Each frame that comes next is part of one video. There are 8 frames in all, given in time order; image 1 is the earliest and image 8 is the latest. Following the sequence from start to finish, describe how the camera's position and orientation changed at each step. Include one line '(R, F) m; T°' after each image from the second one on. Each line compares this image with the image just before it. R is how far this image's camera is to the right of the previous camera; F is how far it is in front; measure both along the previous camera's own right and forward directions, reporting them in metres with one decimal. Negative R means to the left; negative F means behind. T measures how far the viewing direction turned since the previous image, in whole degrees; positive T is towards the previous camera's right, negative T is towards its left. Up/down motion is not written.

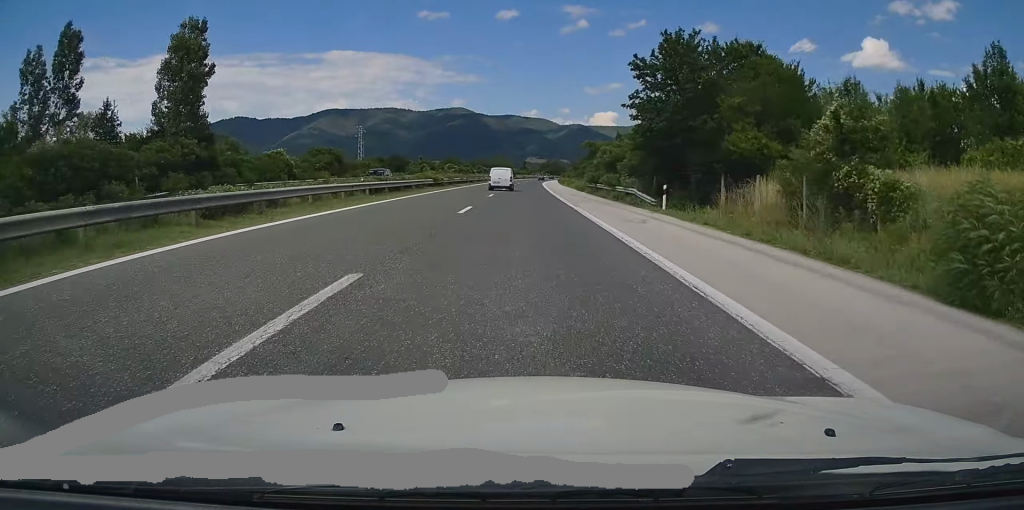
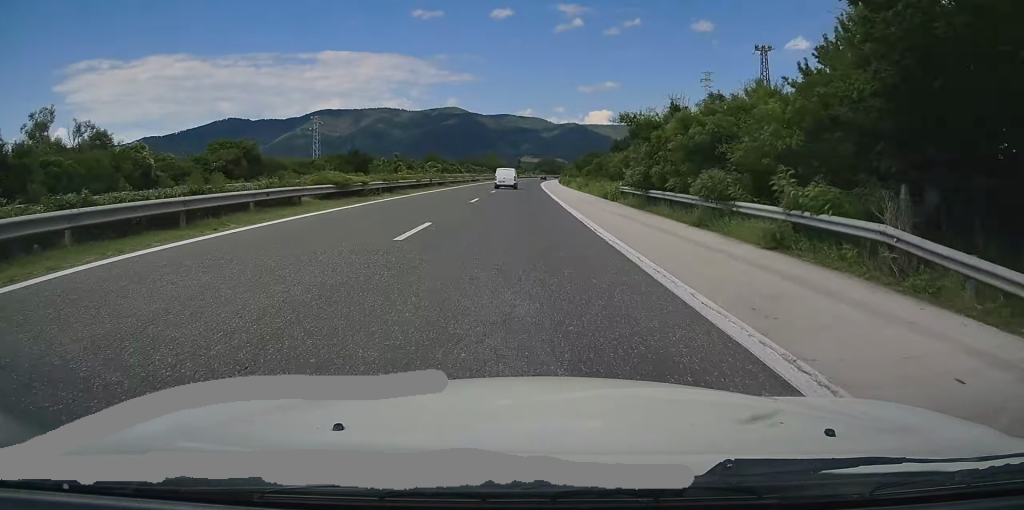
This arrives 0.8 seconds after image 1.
(+0.1, +23.9) m; 0°
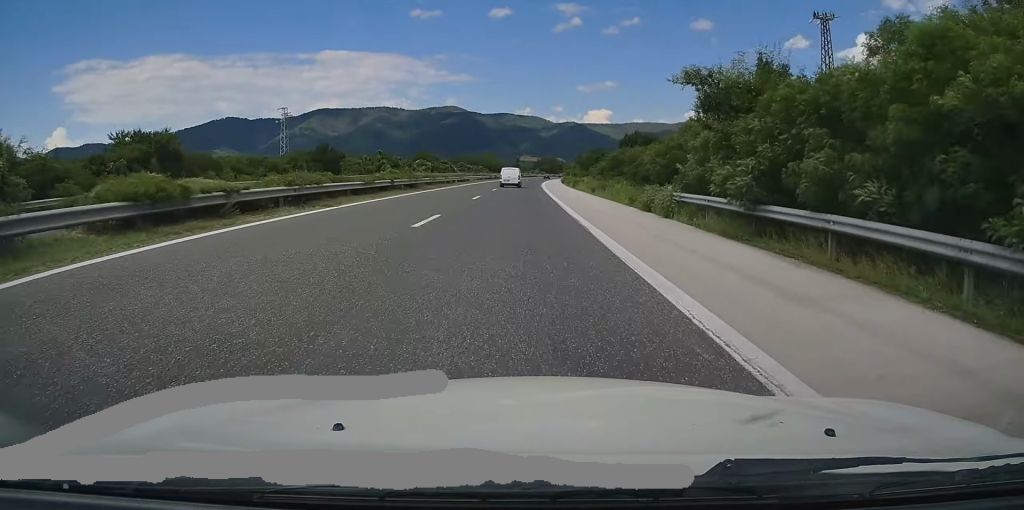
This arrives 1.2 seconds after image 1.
(-0.1, +13.5) m; 0°
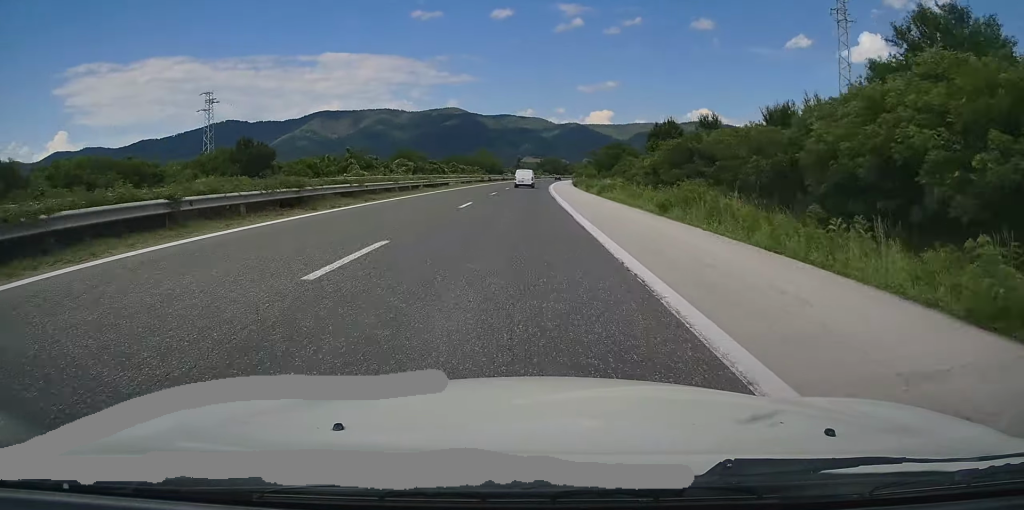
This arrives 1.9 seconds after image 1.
(-0.1, +22.9) m; 0°
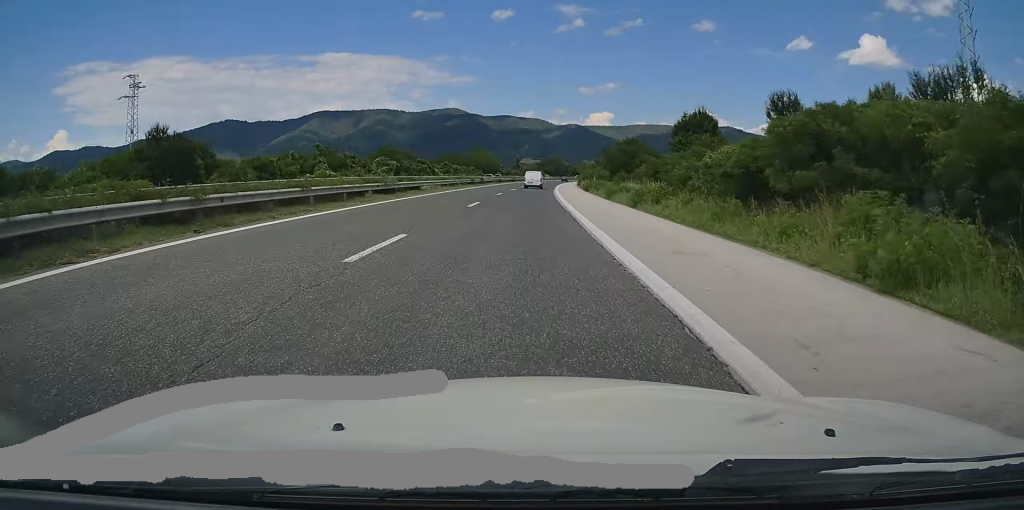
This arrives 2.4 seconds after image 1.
(+0.1, +14.5) m; 0°
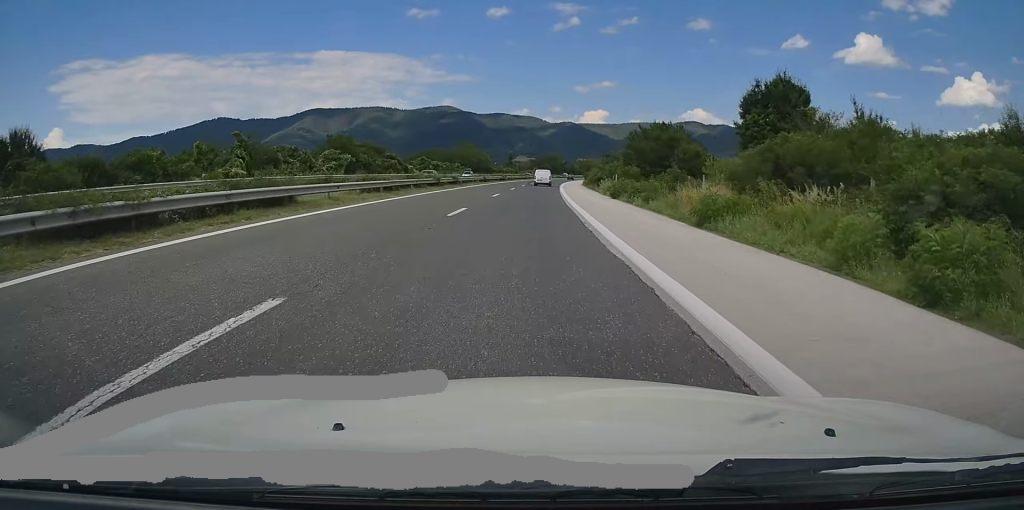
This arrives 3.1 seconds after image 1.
(+0.1, +22.9) m; +1°
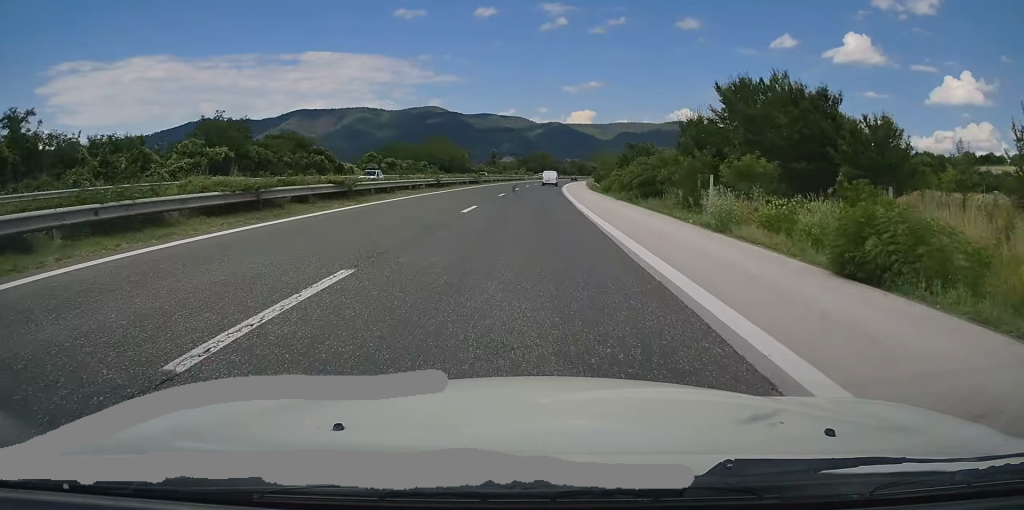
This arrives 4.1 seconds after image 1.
(+0.2, +30.2) m; +1°
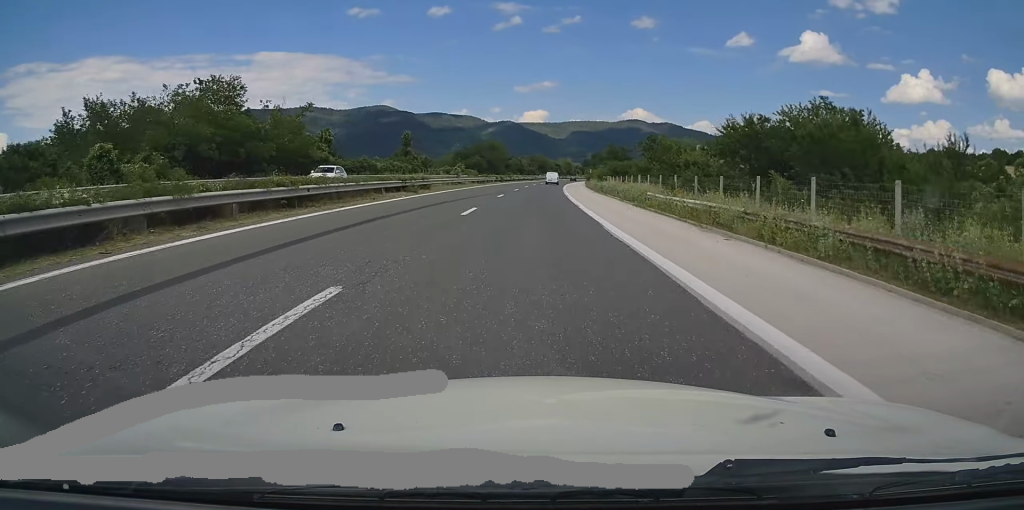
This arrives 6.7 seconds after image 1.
(+1.7, +81.3) m; +3°
